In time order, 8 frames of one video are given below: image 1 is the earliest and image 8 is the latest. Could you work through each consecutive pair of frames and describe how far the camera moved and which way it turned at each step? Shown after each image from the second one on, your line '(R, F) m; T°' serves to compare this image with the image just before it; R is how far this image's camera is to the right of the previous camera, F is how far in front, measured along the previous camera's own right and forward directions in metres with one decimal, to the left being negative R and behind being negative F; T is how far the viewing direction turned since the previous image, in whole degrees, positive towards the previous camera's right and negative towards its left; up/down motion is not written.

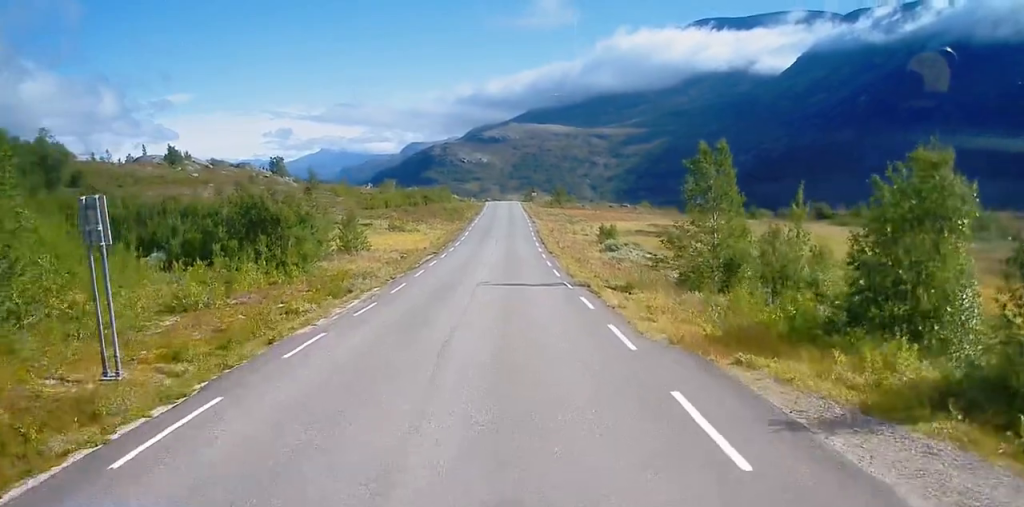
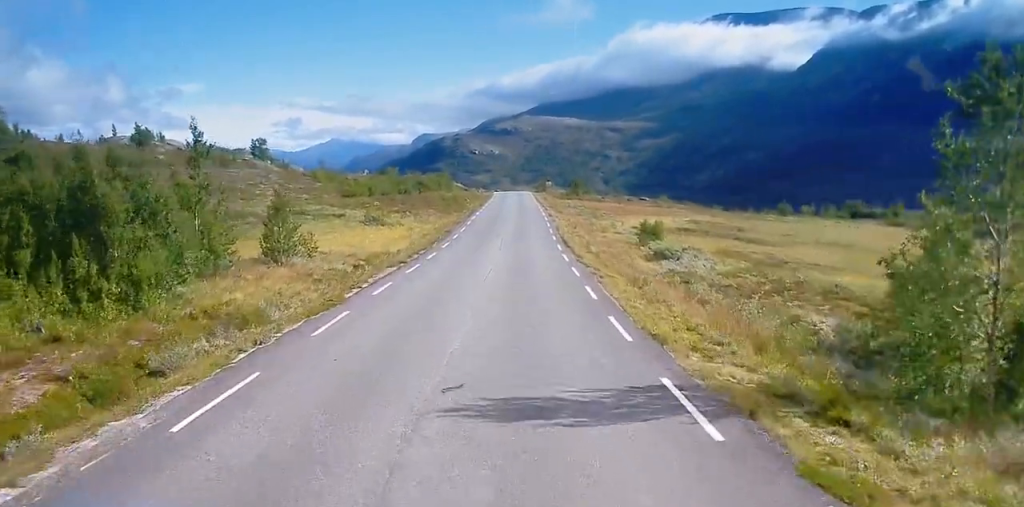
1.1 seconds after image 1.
(0.0, +17.1) m; 0°
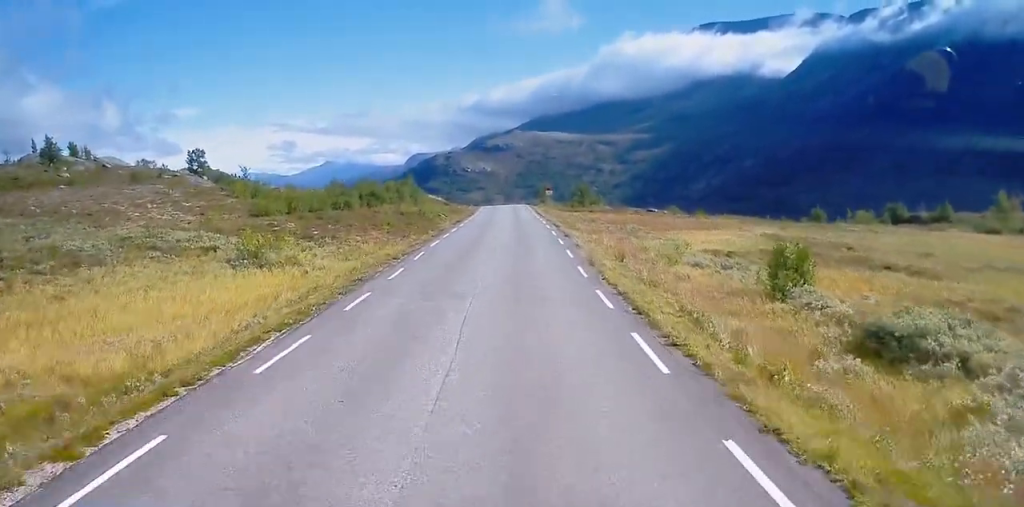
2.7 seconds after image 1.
(-0.2, +27.3) m; 0°
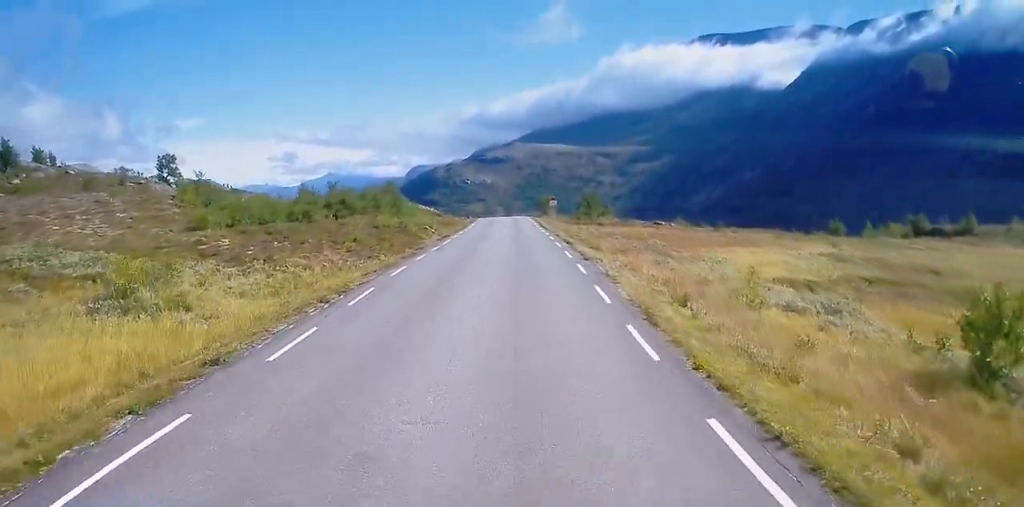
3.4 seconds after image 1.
(-0.1, +11.3) m; +1°
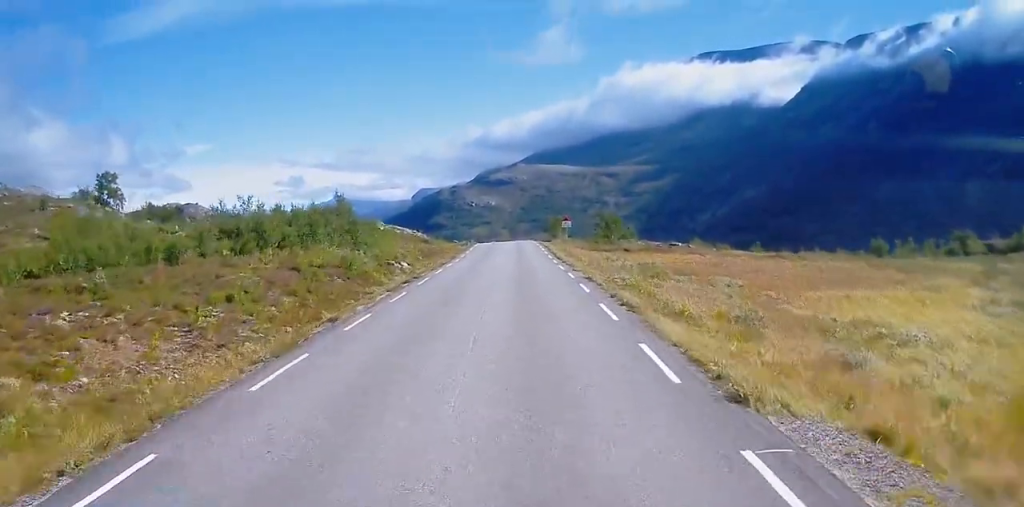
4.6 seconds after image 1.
(+0.2, +18.9) m; -1°
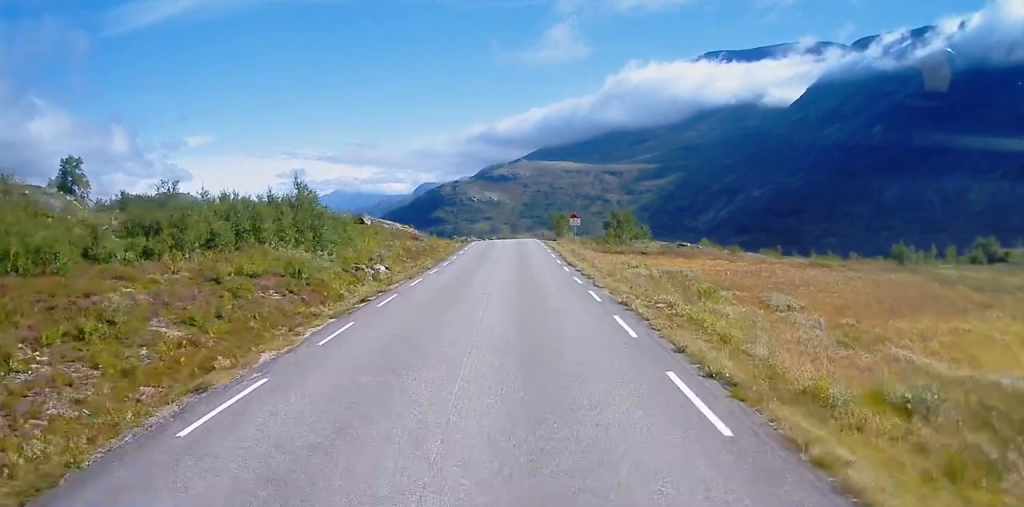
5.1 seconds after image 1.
(-0.2, +8.5) m; -1°
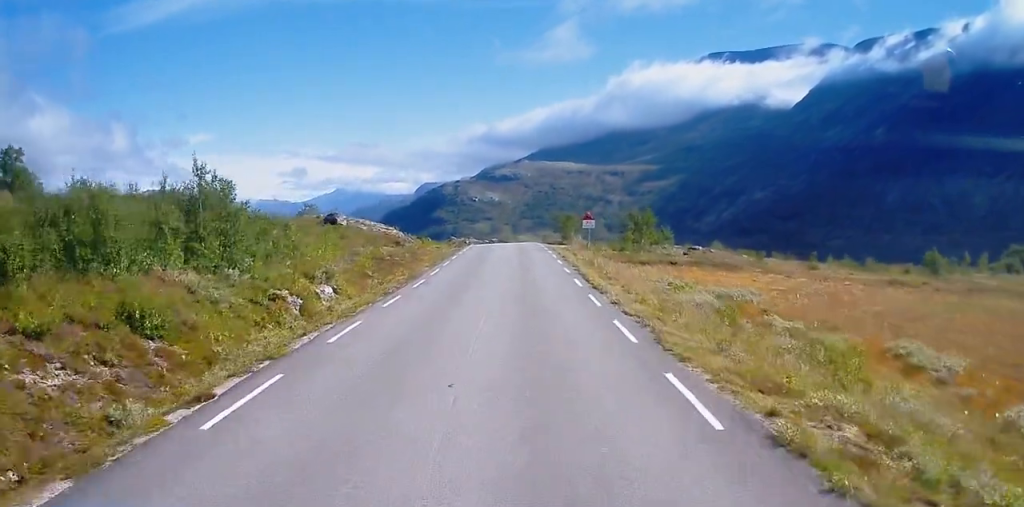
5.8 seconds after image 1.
(-0.1, +11.6) m; 0°
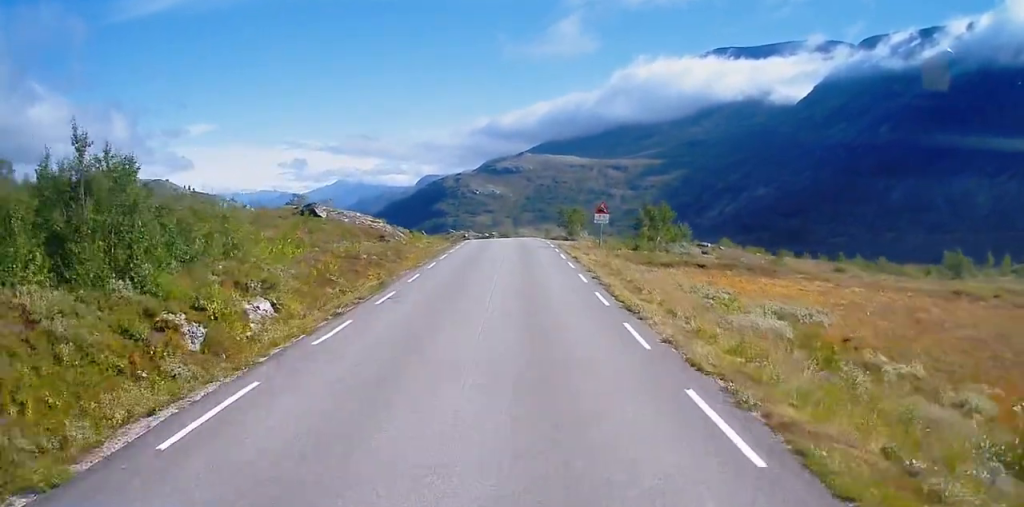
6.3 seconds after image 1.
(-0.1, +7.2) m; +1°
